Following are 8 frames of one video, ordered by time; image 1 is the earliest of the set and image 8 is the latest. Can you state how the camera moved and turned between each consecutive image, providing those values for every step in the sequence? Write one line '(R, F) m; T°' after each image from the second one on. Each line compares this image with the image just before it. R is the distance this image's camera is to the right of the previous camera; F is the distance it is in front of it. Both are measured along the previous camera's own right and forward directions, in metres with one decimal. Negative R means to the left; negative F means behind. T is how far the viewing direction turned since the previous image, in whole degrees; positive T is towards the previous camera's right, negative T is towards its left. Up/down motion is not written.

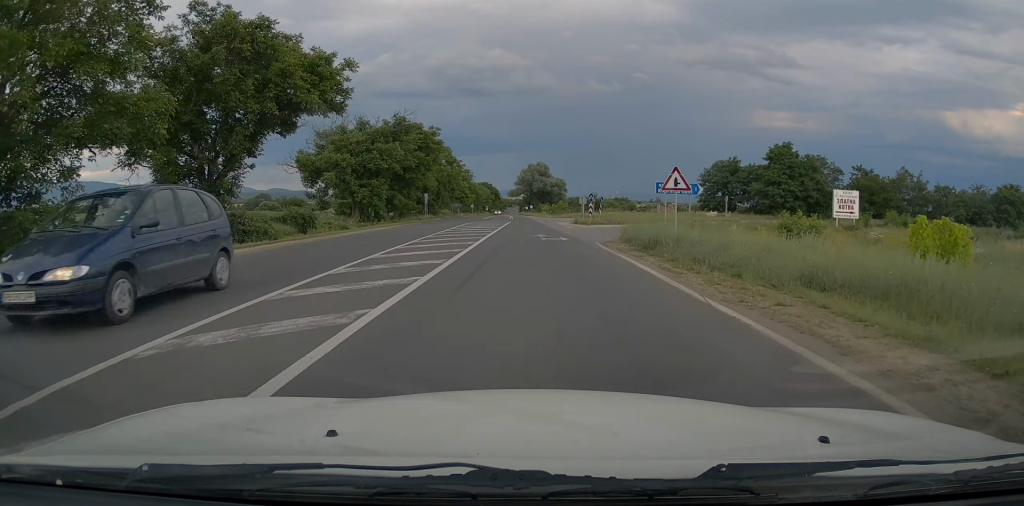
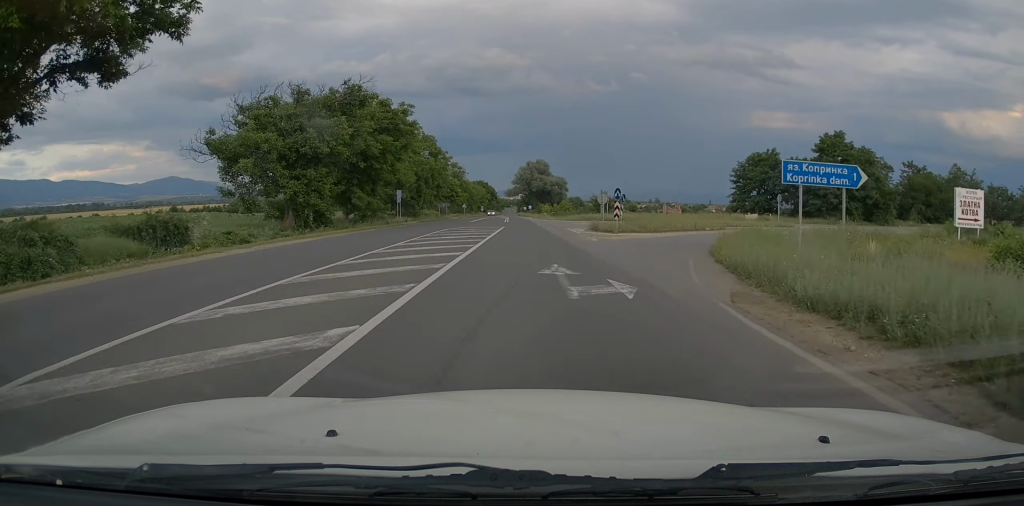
(+0.2, +13.8) m; +2°
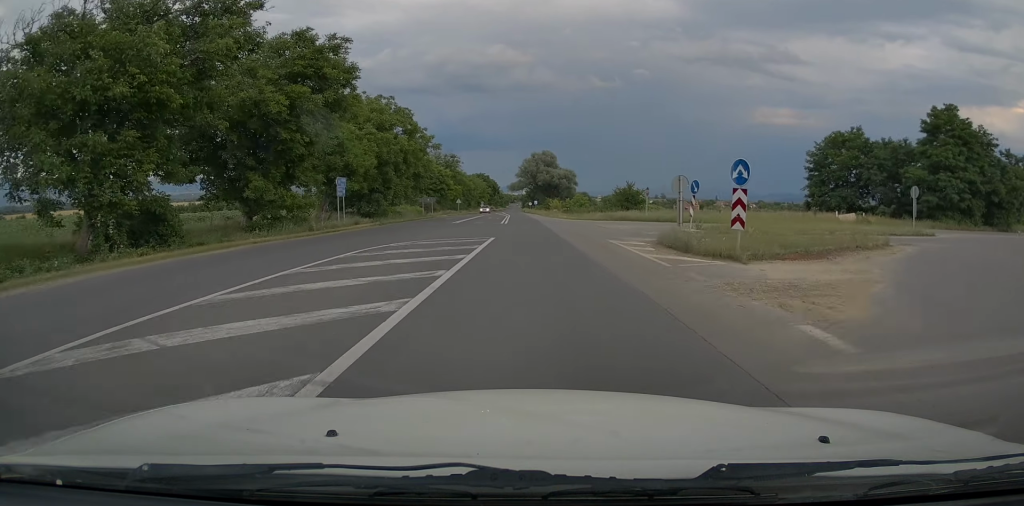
(+0.3, +18.1) m; 0°
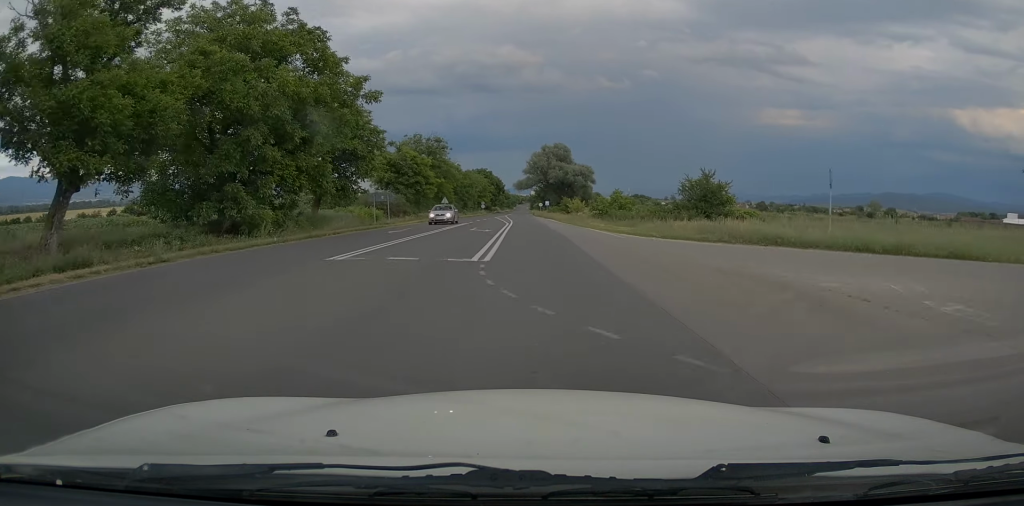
(-0.6, +26.2) m; -2°
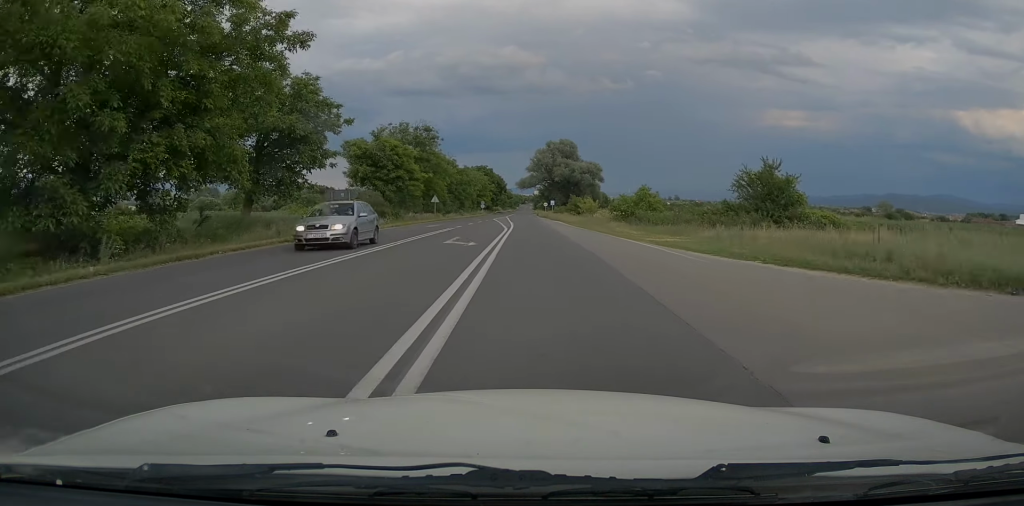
(0.0, +10.6) m; -1°
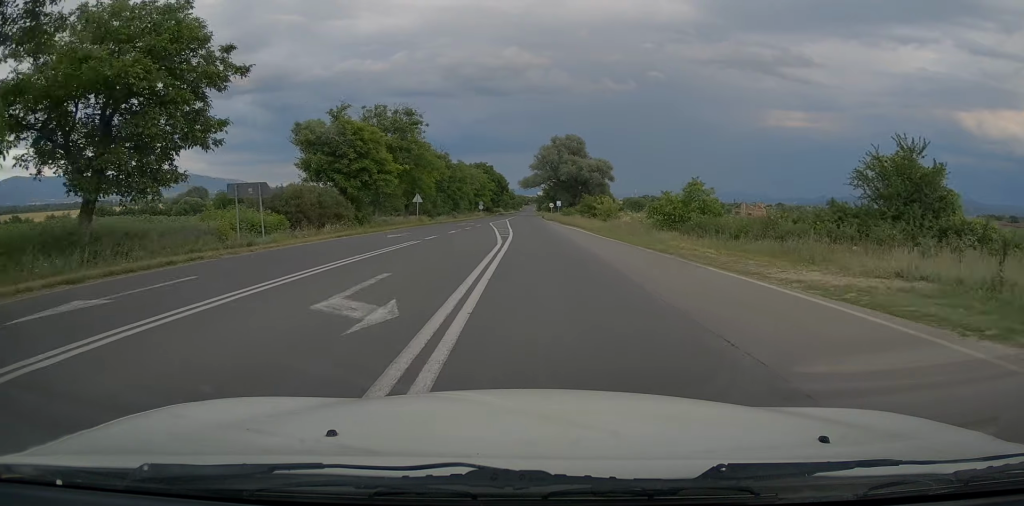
(-0.2, +12.0) m; -1°
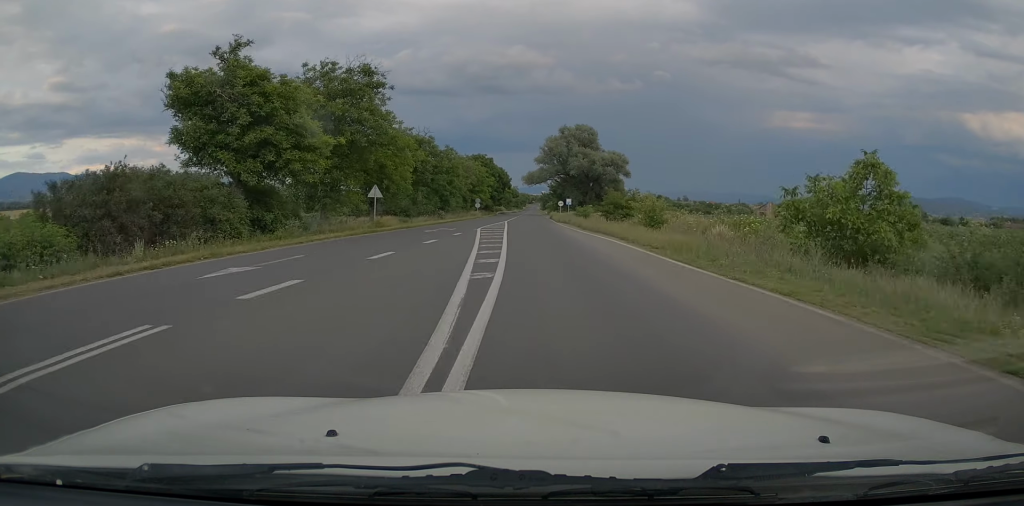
(-0.1, +15.6) m; 0°
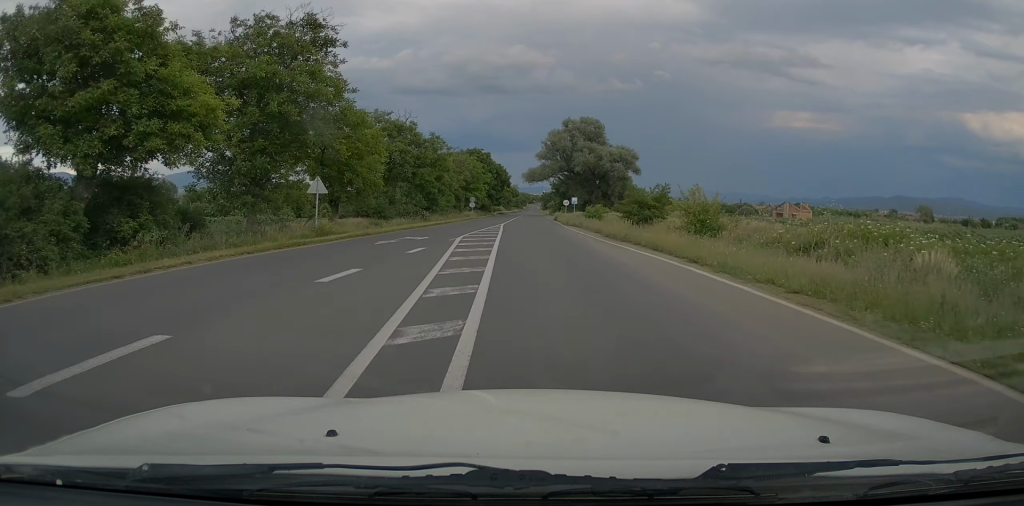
(-0.2, +9.9) m; +1°
